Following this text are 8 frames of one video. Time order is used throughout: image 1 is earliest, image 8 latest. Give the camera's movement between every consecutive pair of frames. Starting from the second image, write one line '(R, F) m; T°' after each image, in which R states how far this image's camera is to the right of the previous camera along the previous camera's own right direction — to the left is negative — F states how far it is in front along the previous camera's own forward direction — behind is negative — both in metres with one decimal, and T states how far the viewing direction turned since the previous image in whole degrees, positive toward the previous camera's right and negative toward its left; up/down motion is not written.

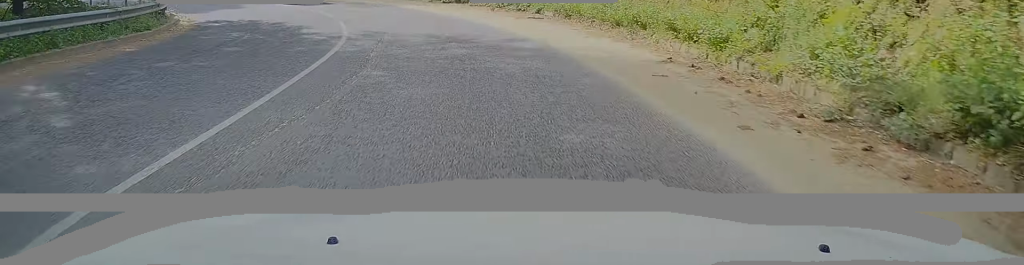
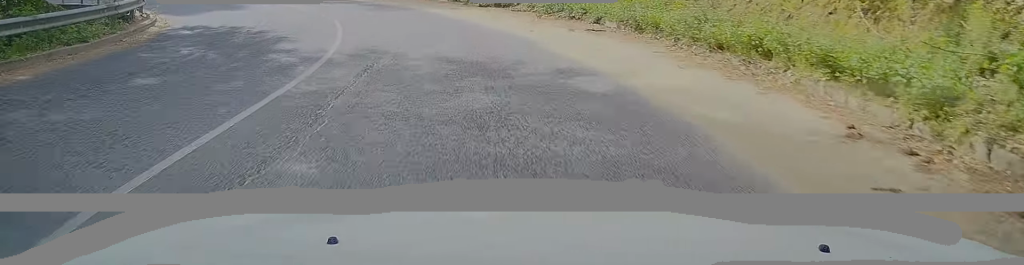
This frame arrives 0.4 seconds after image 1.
(-0.1, +4.9) m; -3°
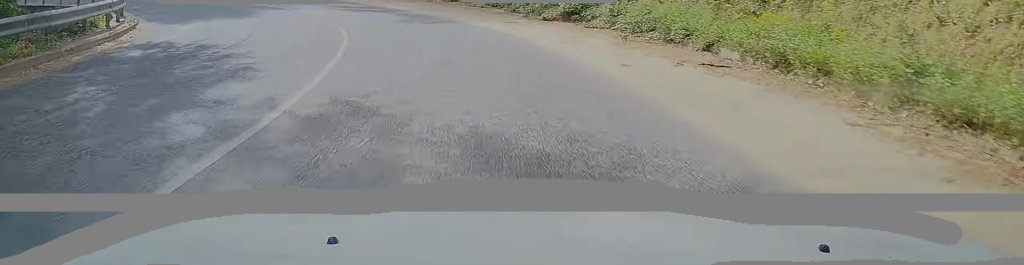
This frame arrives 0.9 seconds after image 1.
(+0.1, +5.4) m; -4°
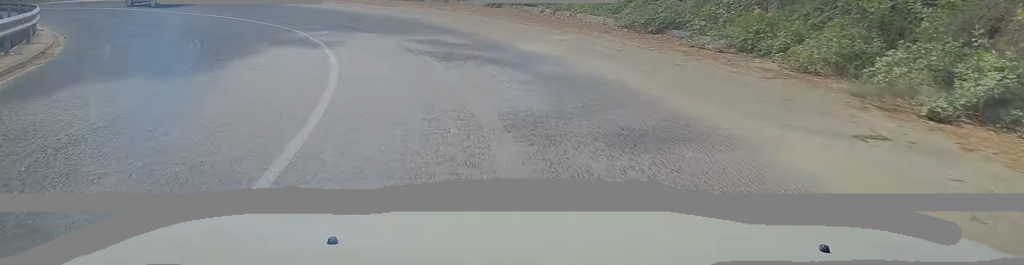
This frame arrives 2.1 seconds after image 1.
(-1.4, +12.8) m; -17°
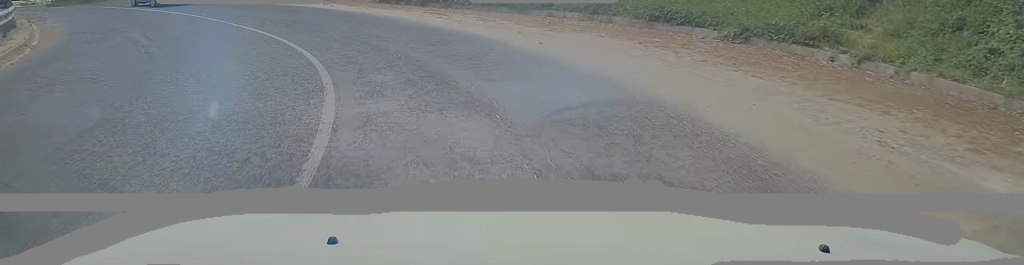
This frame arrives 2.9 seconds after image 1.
(-1.2, +8.7) m; -13°
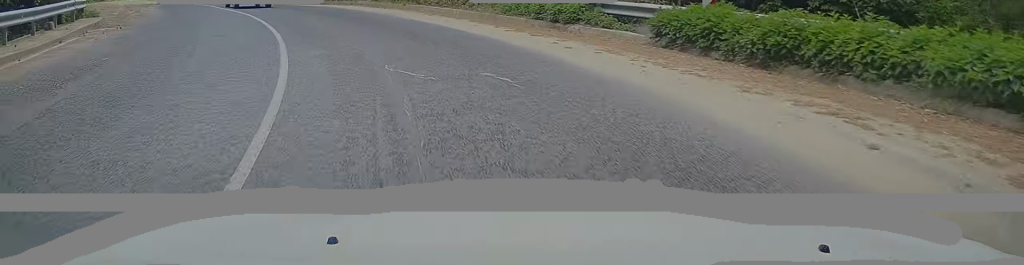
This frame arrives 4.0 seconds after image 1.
(-1.6, +11.2) m; -18°
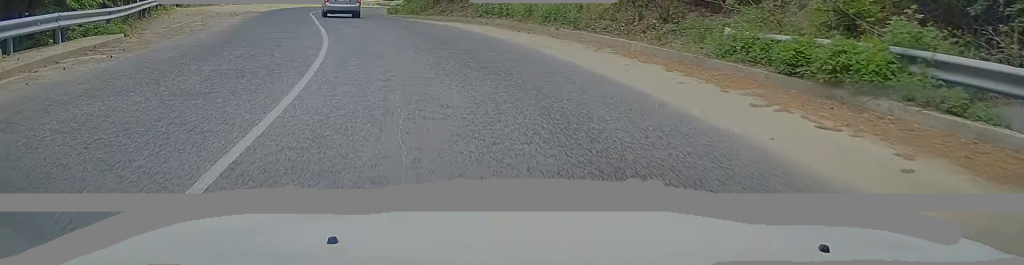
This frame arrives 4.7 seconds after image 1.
(-0.9, +7.0) m; -9°
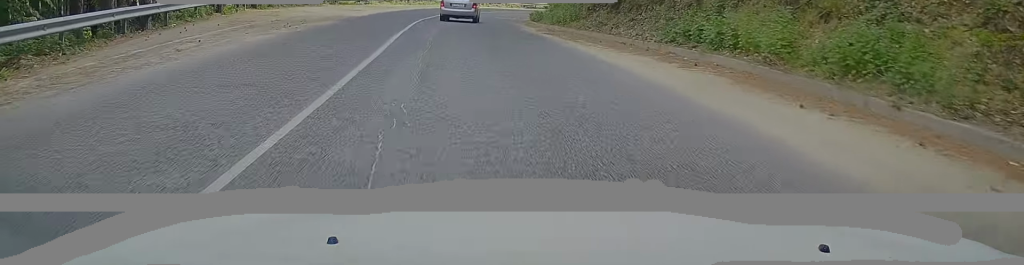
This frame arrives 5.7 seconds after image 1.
(-1.0, +9.8) m; -10°
